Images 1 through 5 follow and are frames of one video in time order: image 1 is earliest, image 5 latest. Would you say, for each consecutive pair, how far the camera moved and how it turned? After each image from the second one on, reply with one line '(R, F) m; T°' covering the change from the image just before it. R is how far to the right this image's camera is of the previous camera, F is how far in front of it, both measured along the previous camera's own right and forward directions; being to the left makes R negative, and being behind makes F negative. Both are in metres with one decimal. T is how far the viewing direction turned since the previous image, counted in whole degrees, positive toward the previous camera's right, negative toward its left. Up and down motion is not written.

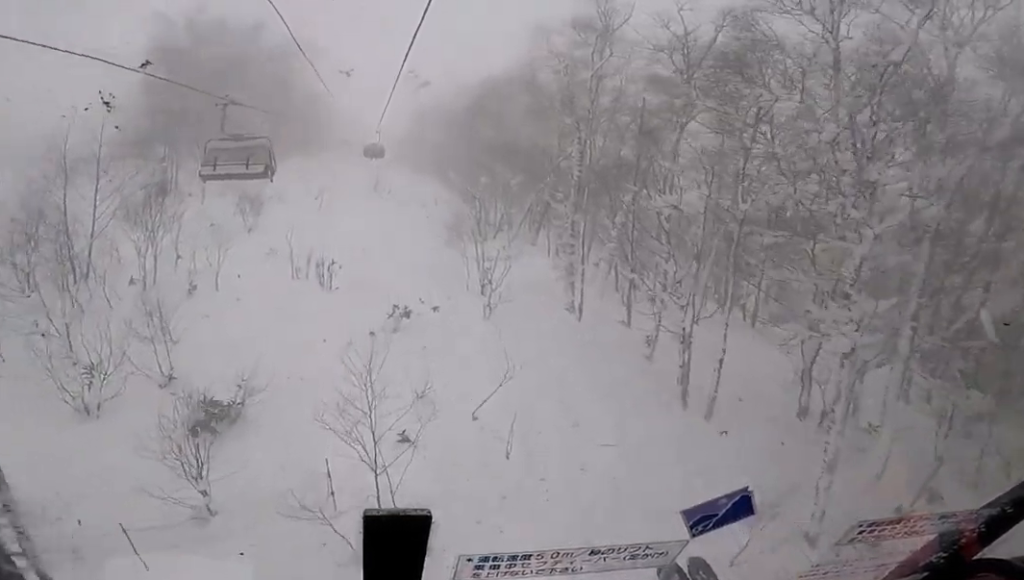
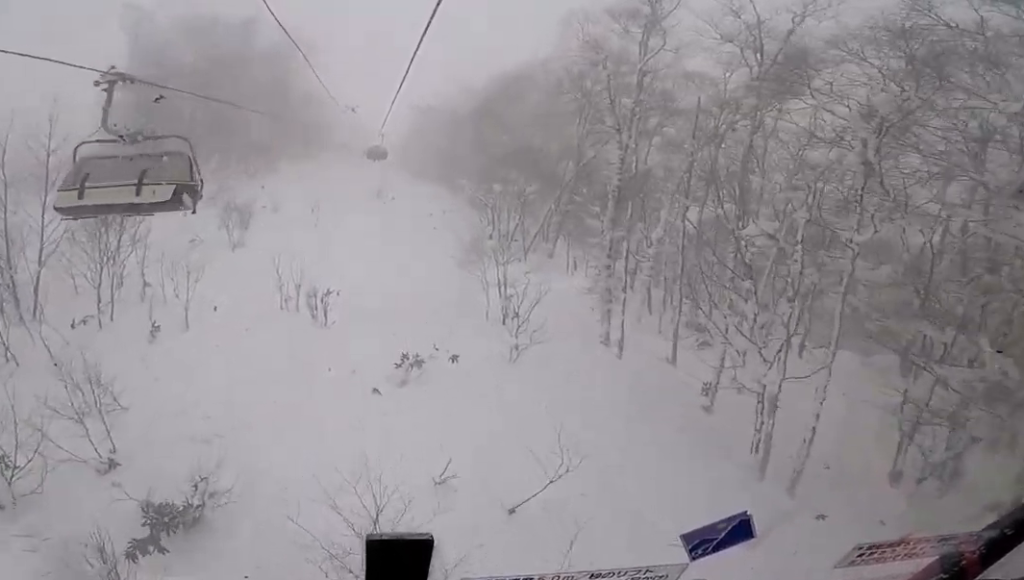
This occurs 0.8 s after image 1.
(-0.4, +3.4) m; -5°
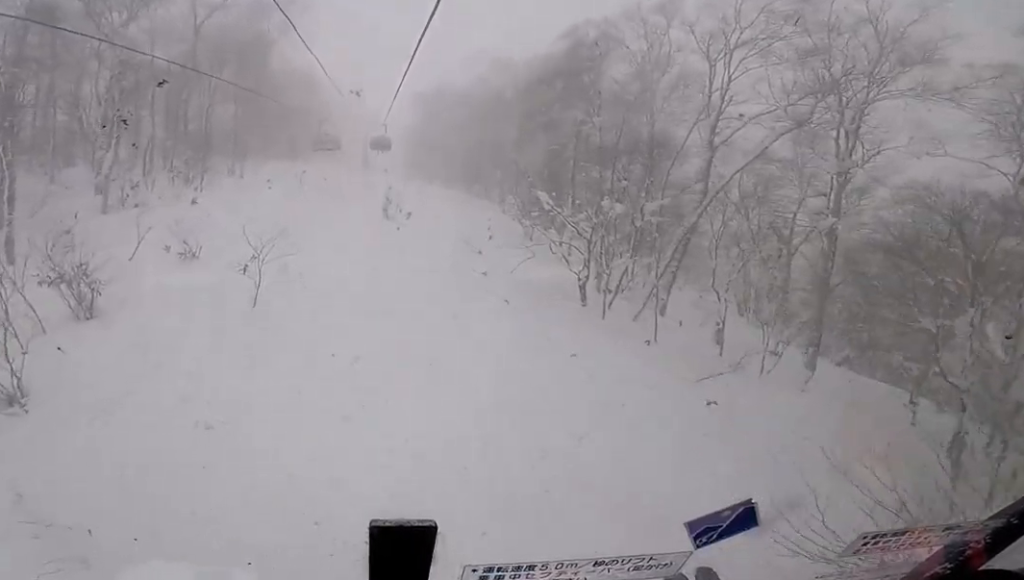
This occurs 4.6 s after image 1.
(-0.8, +16.3) m; 0°
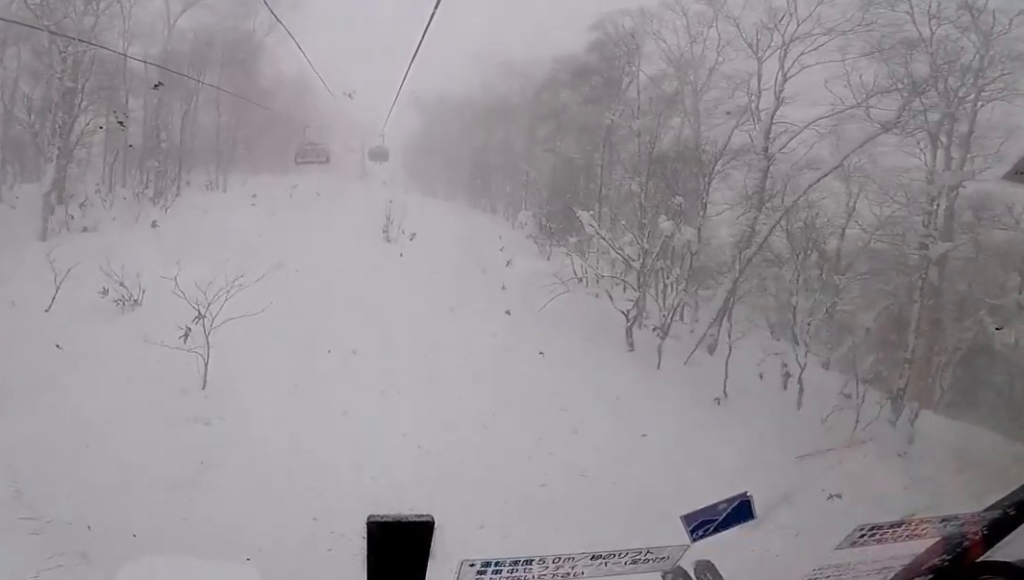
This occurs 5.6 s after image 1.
(+0.2, +4.3) m; -3°
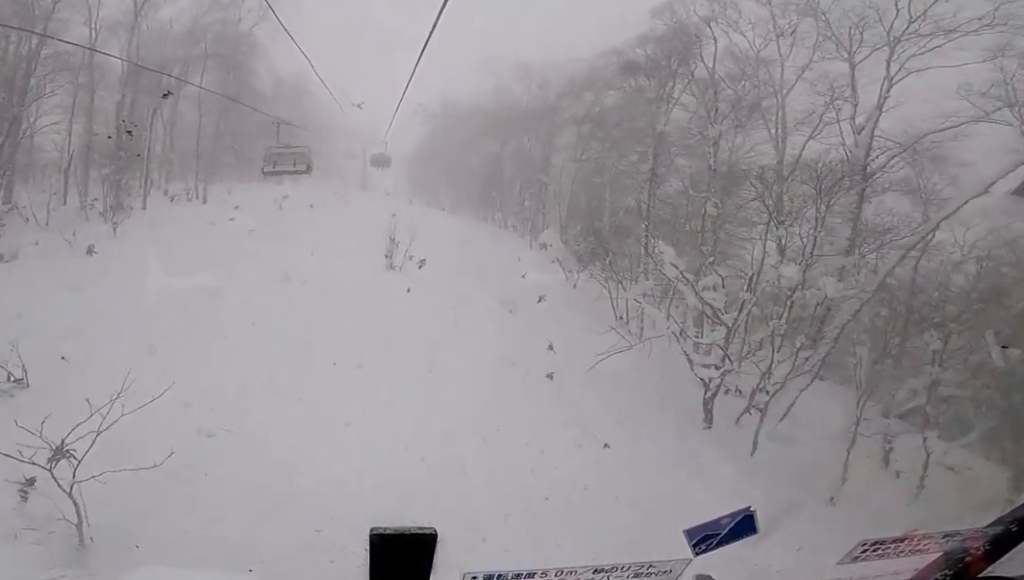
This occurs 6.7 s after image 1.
(-0.5, +4.7) m; -3°
